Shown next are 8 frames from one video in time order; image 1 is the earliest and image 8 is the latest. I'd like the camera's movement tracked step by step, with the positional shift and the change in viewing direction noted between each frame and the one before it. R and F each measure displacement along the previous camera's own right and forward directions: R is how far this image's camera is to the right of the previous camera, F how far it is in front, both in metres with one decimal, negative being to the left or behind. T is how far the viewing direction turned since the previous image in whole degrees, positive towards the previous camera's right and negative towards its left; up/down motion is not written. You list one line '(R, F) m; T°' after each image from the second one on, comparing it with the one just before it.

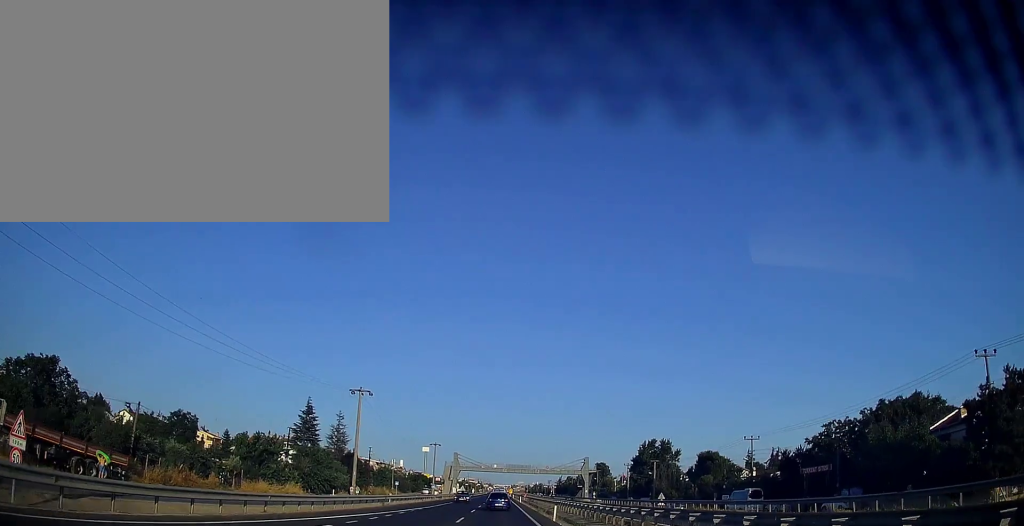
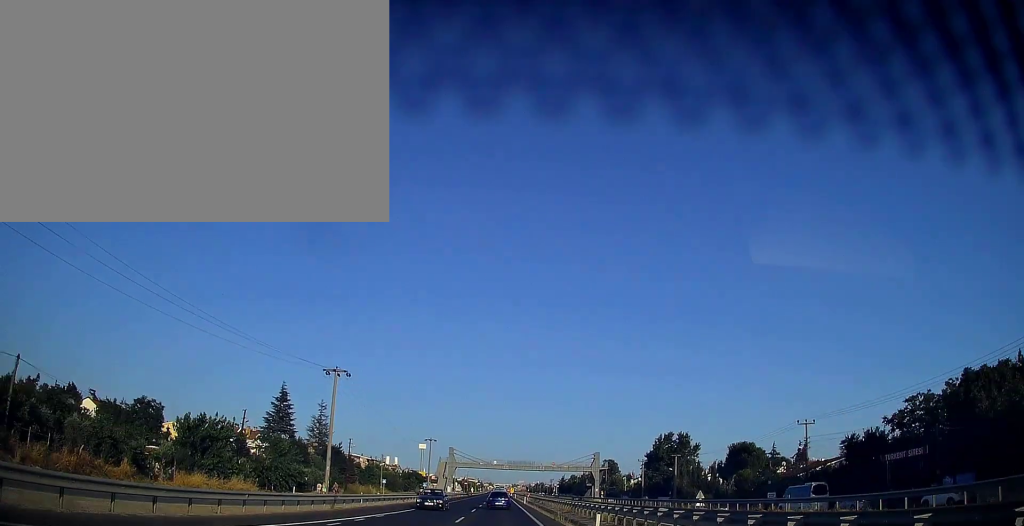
(-0.2, +14.2) m; 0°
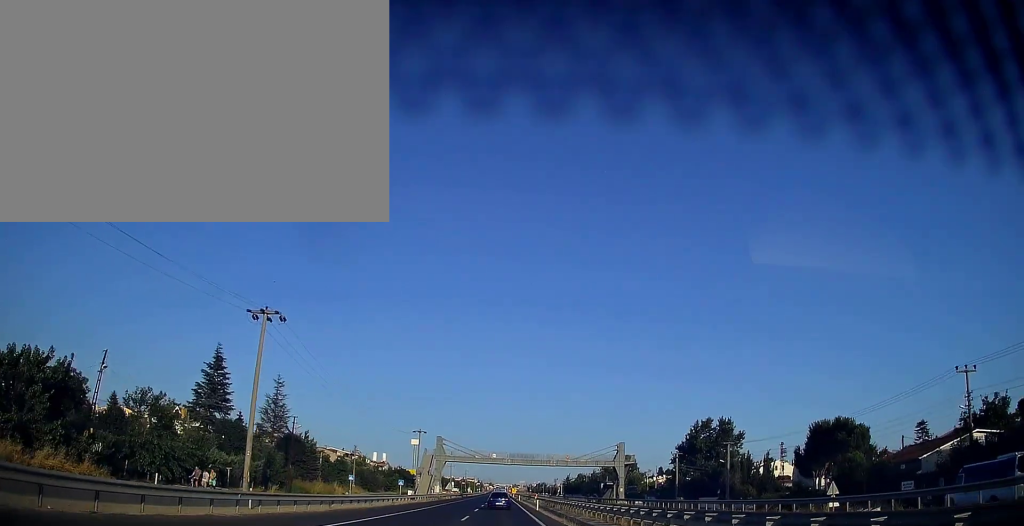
(+0.2, +24.8) m; 0°
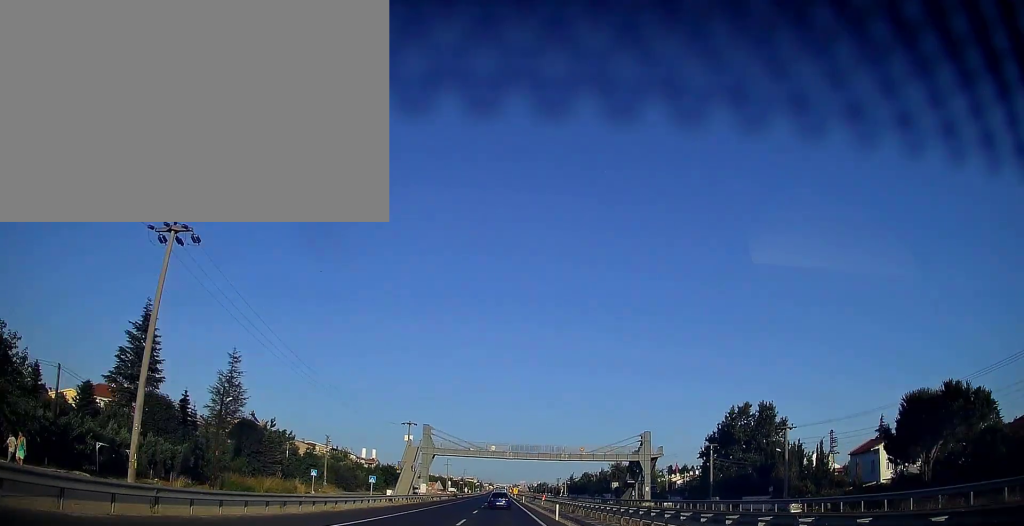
(0.0, +17.4) m; 0°
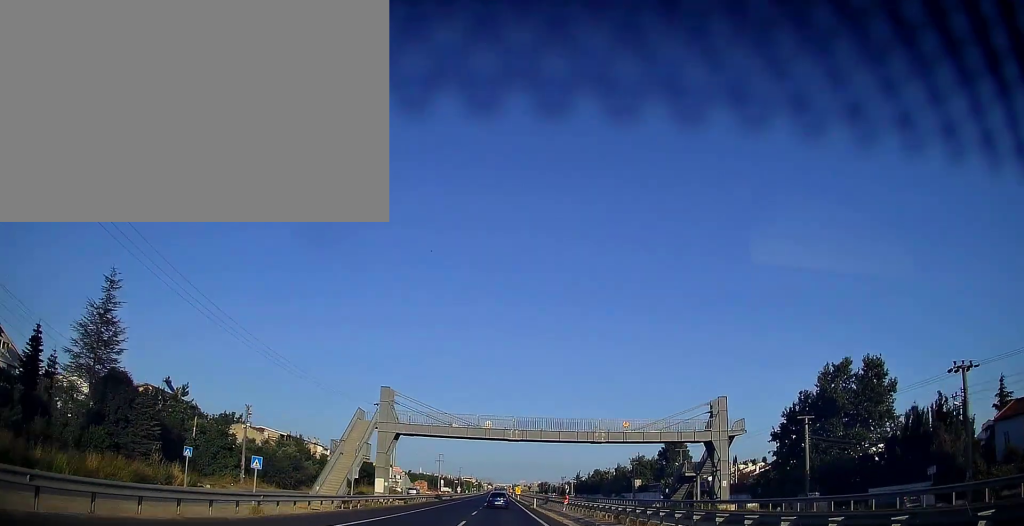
(-0.1, +28.9) m; 0°
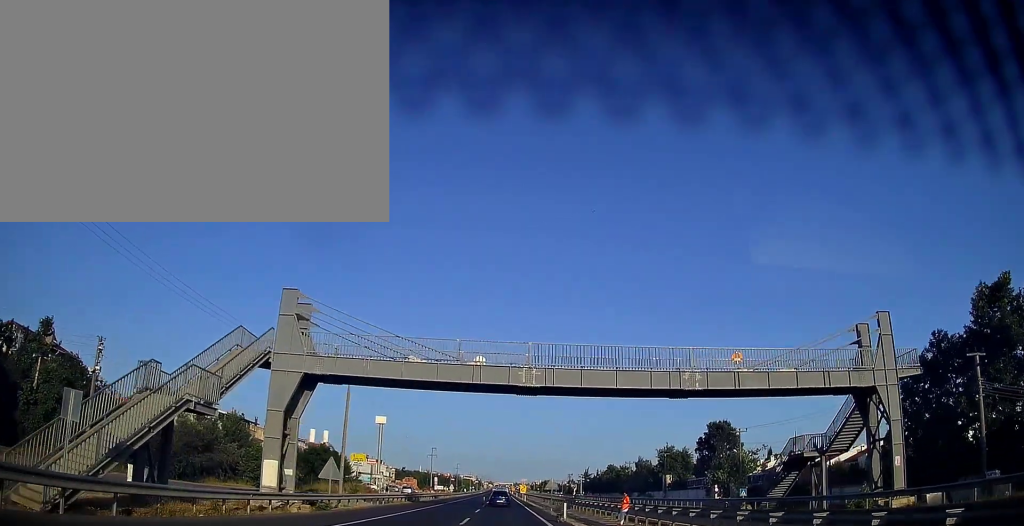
(0.0, +25.1) m; 0°
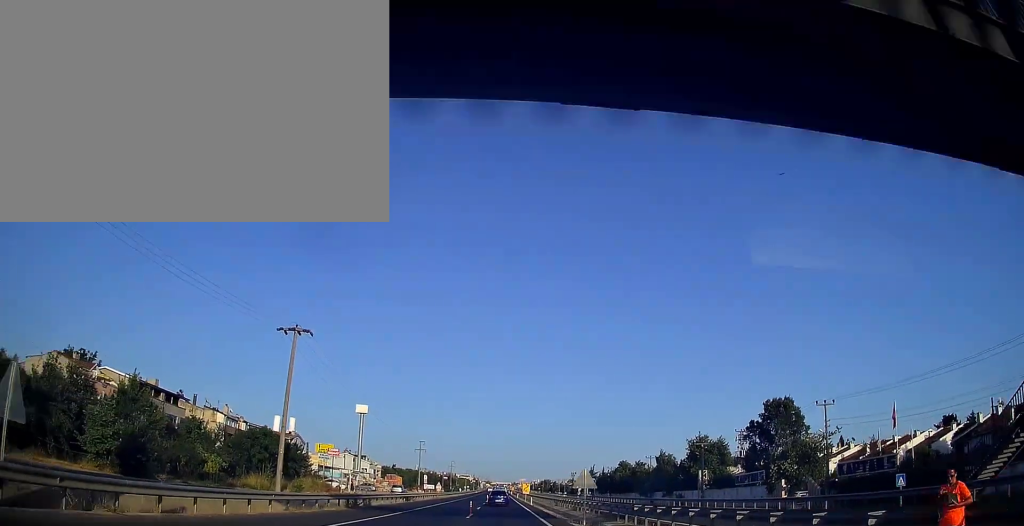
(+0.1, +22.0) m; 0°
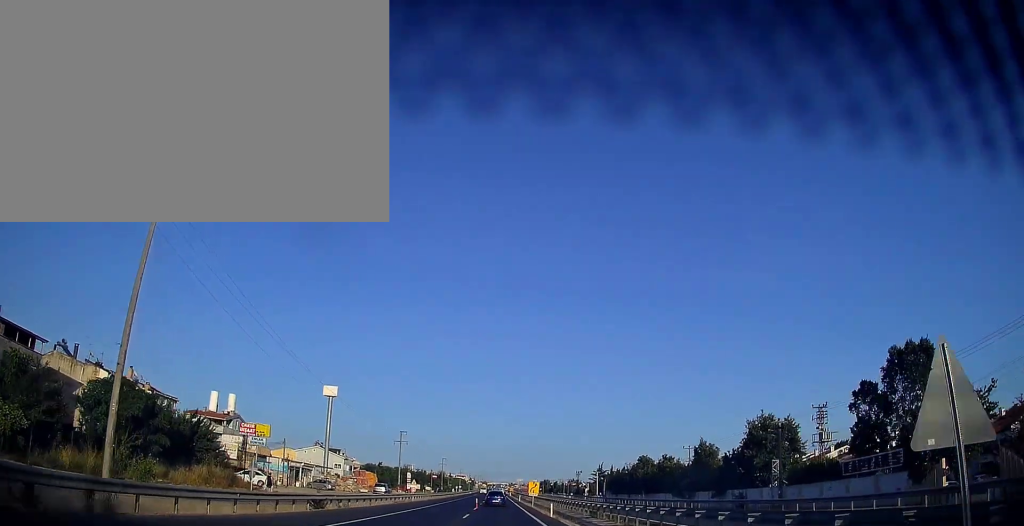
(-0.1, +27.2) m; 0°
